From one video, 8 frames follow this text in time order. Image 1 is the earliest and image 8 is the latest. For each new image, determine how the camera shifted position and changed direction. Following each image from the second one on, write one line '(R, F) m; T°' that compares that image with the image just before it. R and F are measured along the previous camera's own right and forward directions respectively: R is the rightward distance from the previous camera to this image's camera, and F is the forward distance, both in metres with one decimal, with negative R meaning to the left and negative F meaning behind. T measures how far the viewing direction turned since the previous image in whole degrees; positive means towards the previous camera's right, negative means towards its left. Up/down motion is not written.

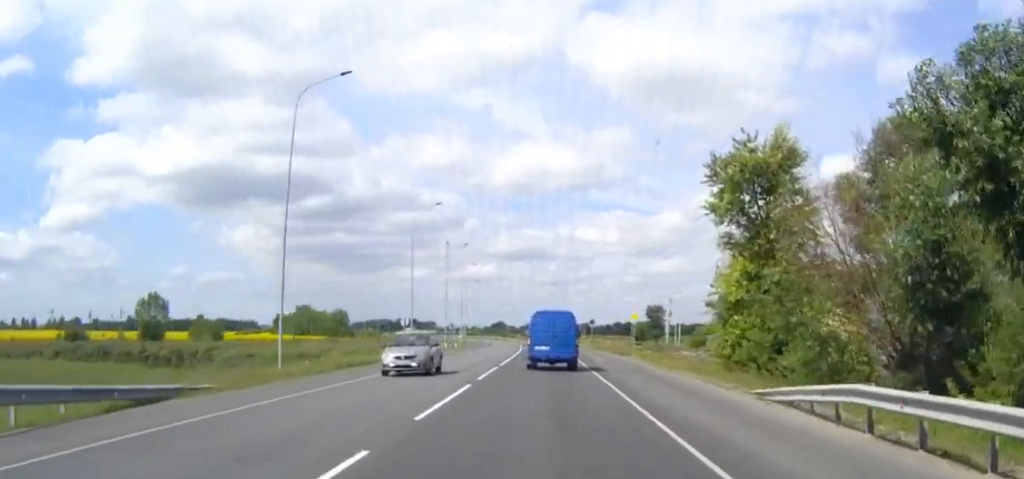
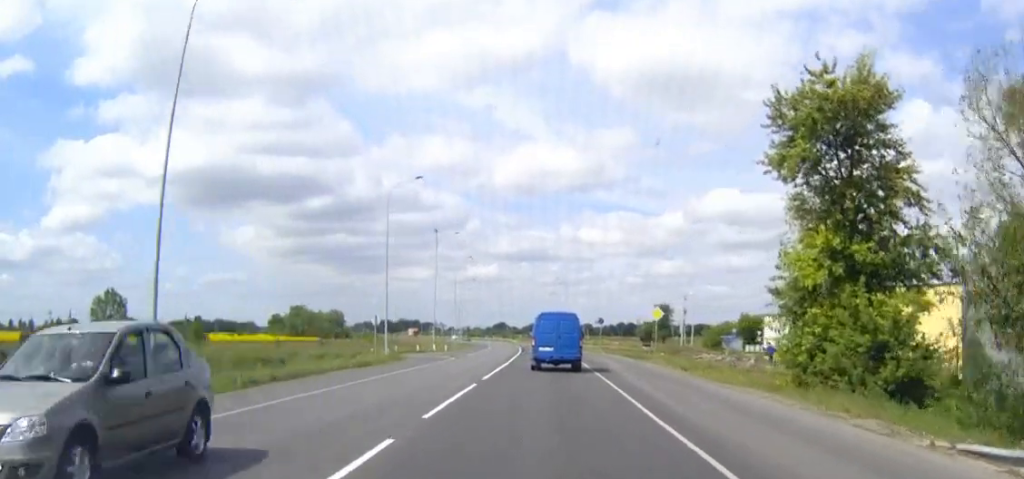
(0.0, +11.7) m; 0°
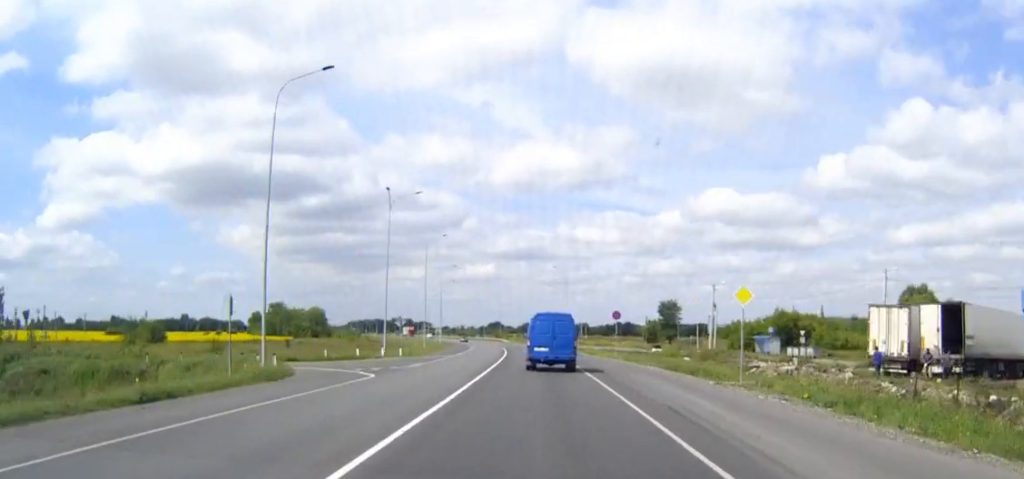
(0.0, +23.9) m; 0°
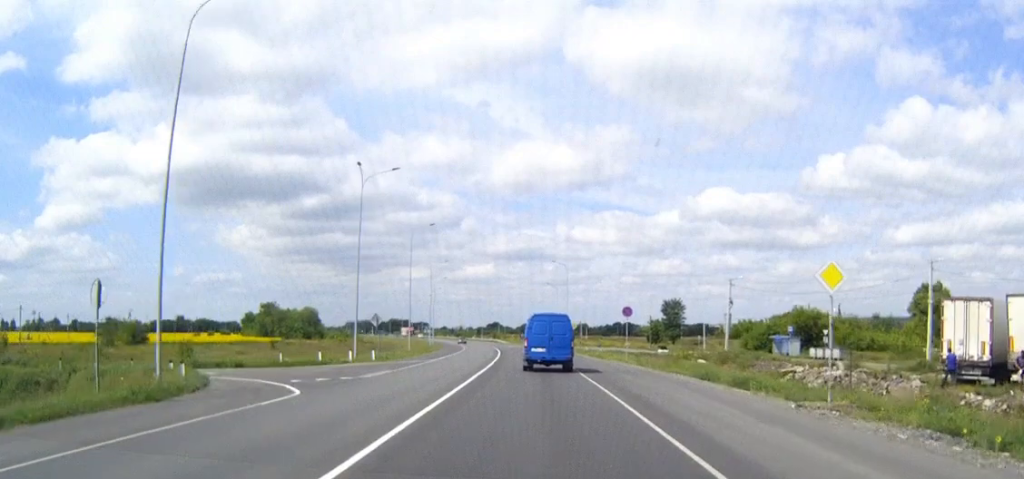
(0.0, +9.2) m; 0°
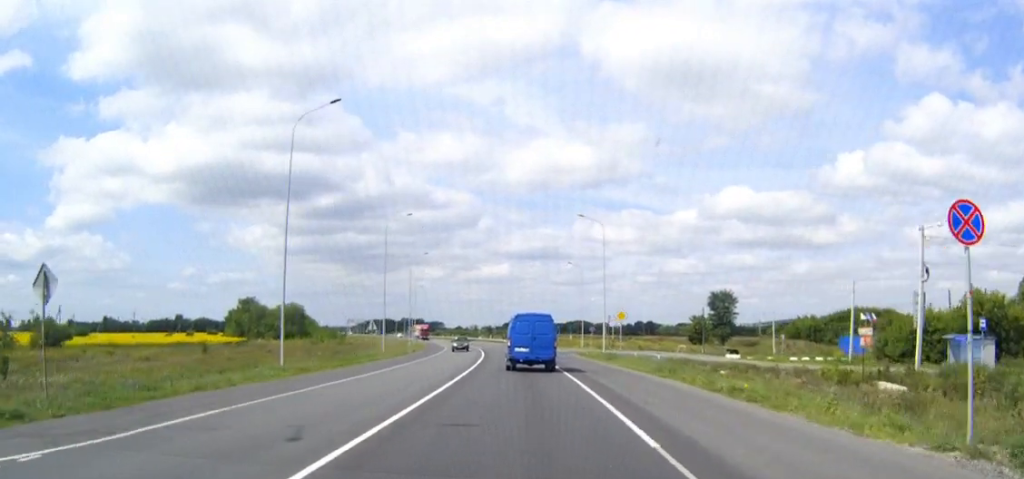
(-0.3, +42.8) m; -1°
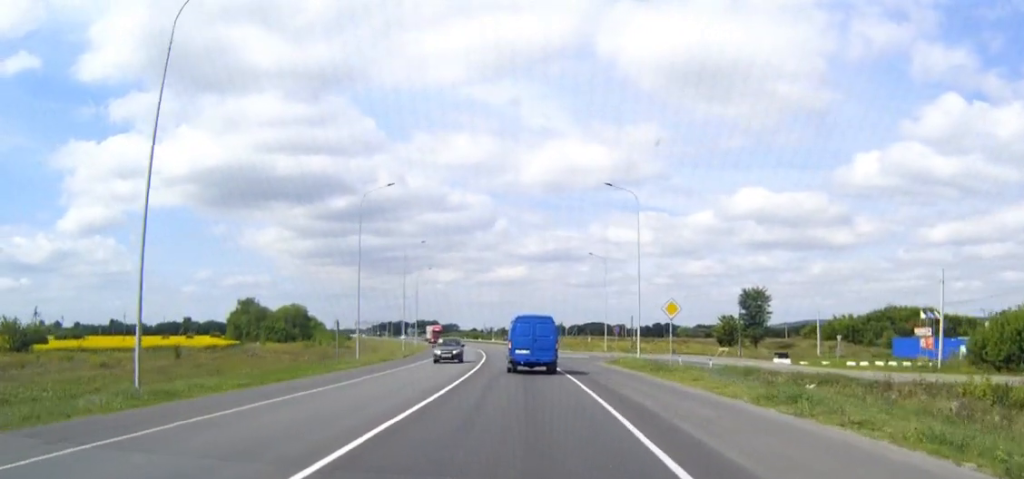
(0.0, +15.9) m; -1°
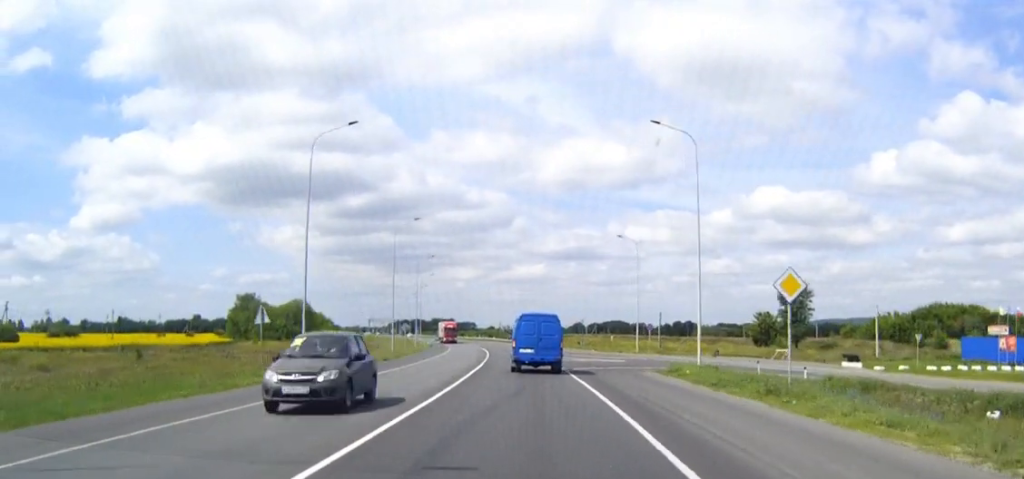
(-0.1, +16.3) m; -1°
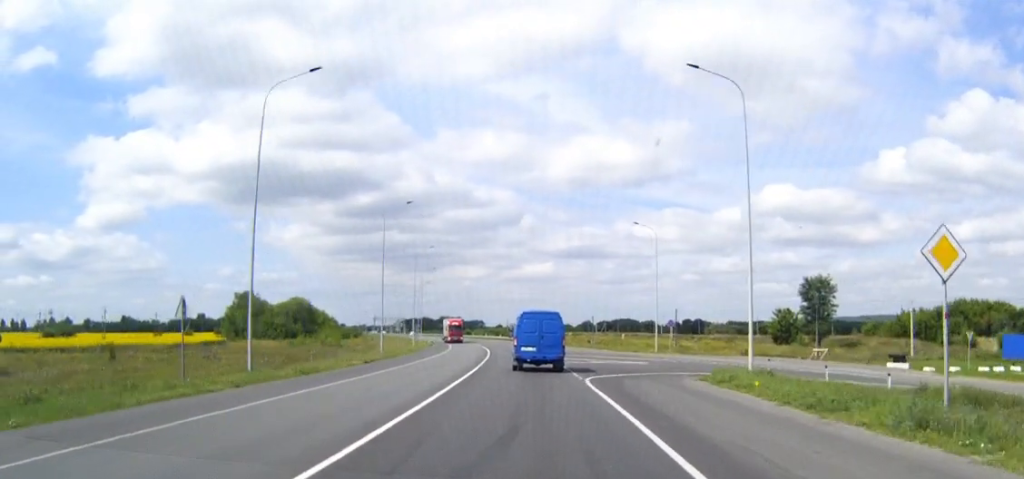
(-0.1, +8.5) m; -1°
